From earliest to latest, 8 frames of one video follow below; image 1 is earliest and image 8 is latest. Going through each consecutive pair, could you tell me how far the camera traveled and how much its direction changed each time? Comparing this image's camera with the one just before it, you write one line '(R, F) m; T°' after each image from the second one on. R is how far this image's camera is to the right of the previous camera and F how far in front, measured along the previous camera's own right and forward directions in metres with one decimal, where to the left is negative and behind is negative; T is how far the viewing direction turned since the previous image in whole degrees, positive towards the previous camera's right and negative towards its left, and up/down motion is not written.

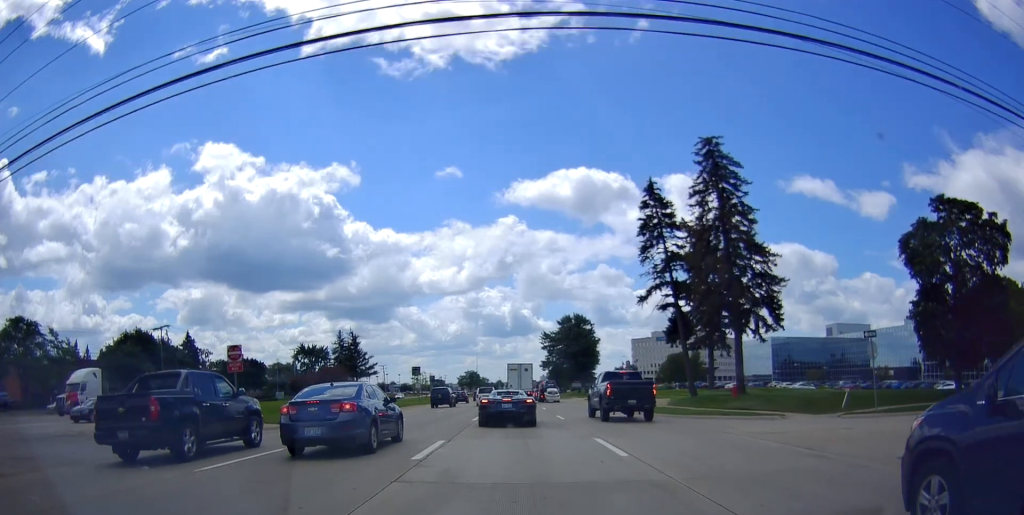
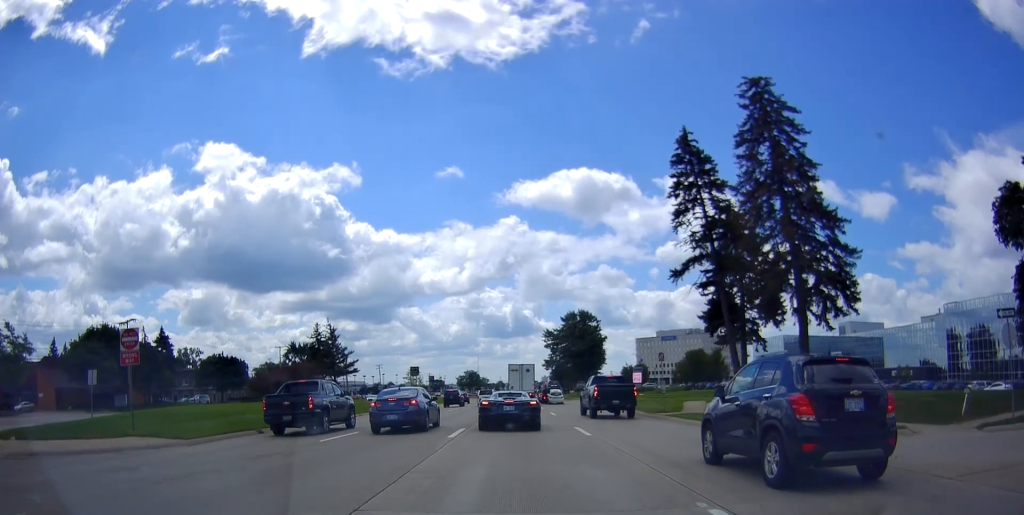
(+0.4, +11.9) m; +2°
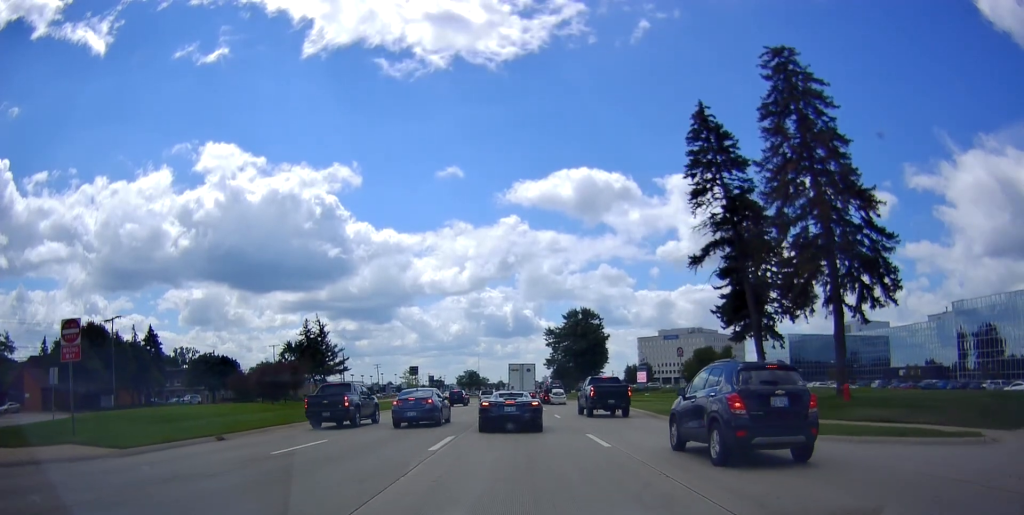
(0.0, +4.6) m; 0°
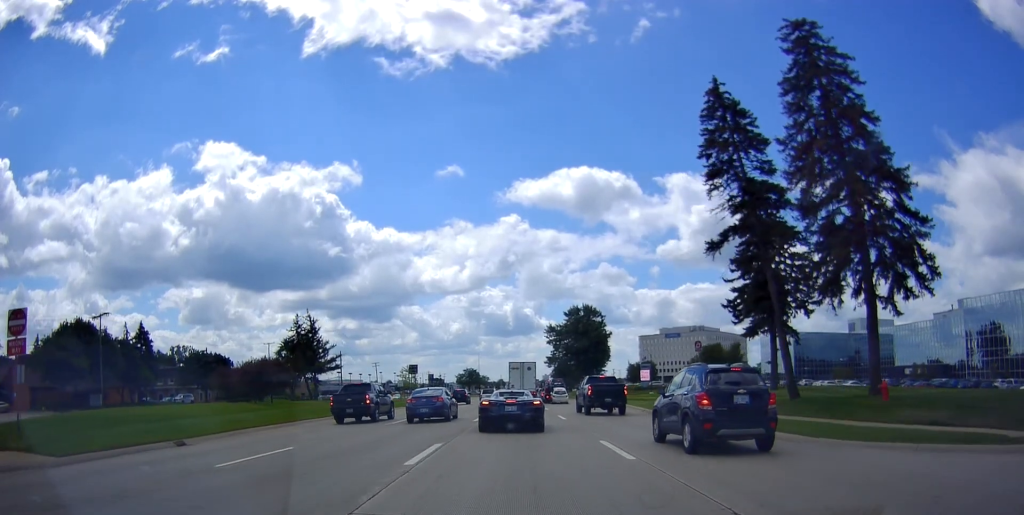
(0.0, +3.5) m; 0°
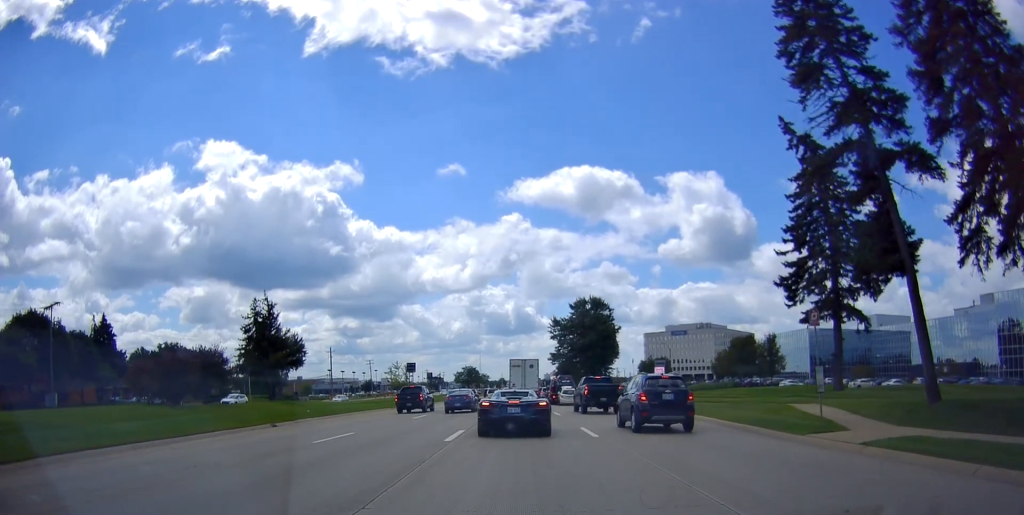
(0.0, +12.3) m; 0°
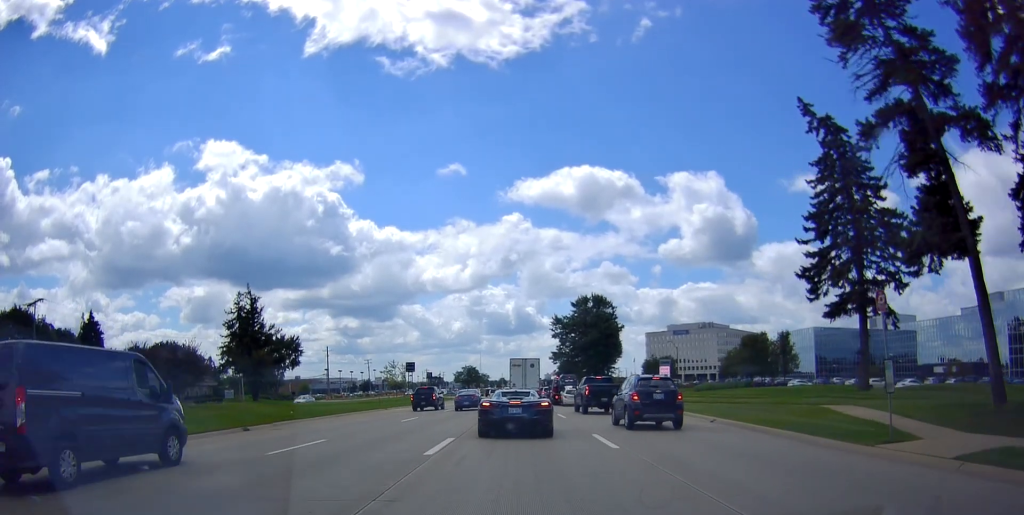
(0.0, +4.0) m; 0°
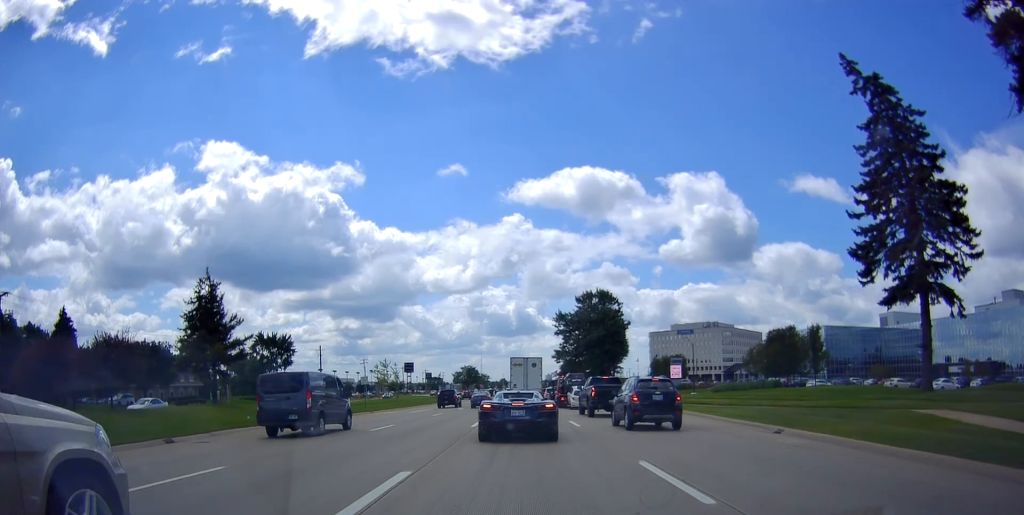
(0.0, +8.0) m; 0°
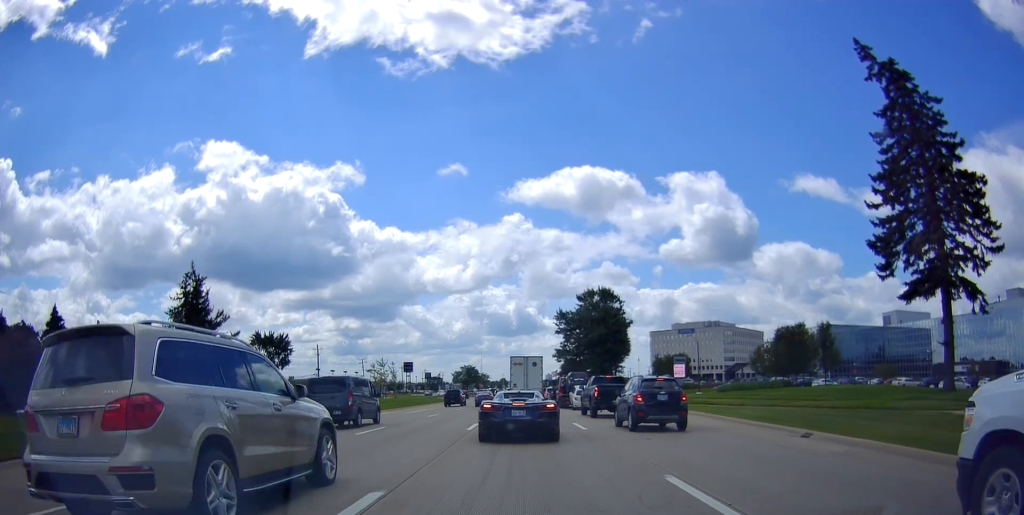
(0.0, +2.6) m; 0°
